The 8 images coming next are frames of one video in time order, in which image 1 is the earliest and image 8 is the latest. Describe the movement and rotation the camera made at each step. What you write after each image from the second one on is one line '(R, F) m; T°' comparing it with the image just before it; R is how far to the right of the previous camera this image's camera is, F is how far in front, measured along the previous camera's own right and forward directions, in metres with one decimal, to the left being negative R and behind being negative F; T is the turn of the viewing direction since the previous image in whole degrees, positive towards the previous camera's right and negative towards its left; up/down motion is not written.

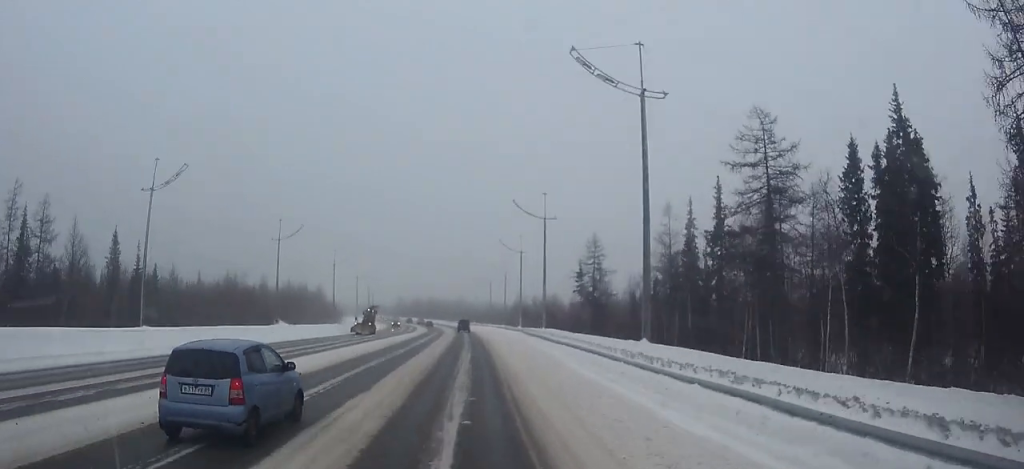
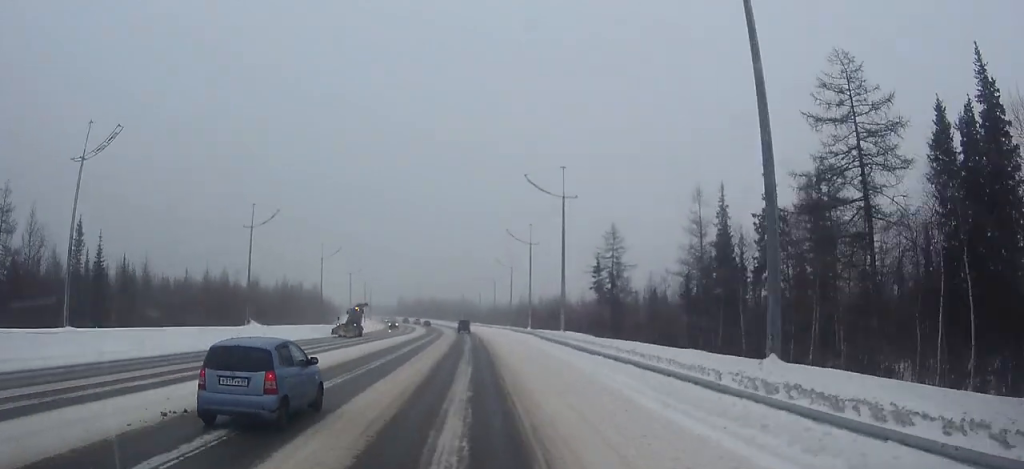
(0.0, +8.4) m; 0°
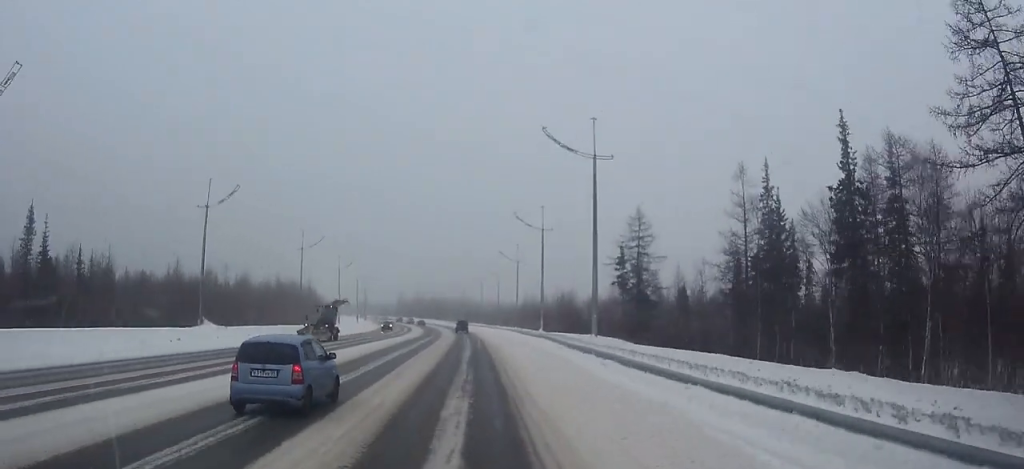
(0.0, +9.5) m; 0°
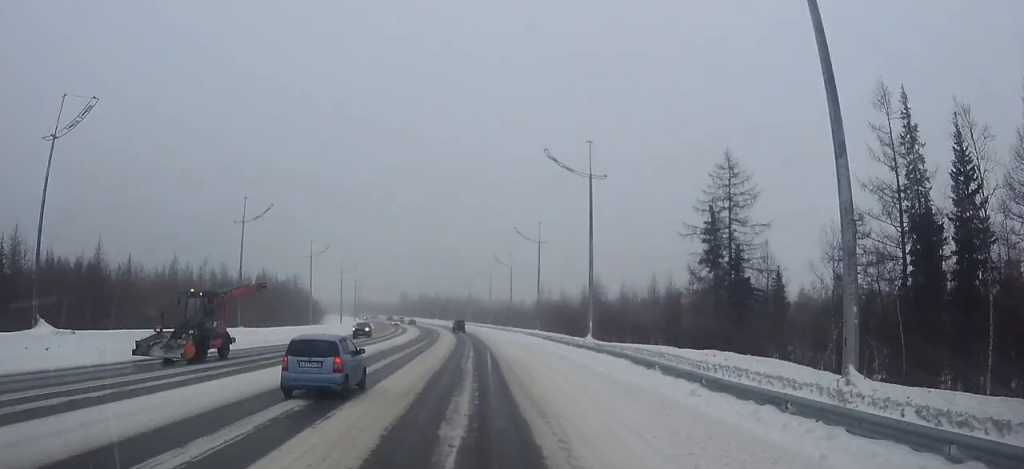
(-0.1, +19.1) m; -1°
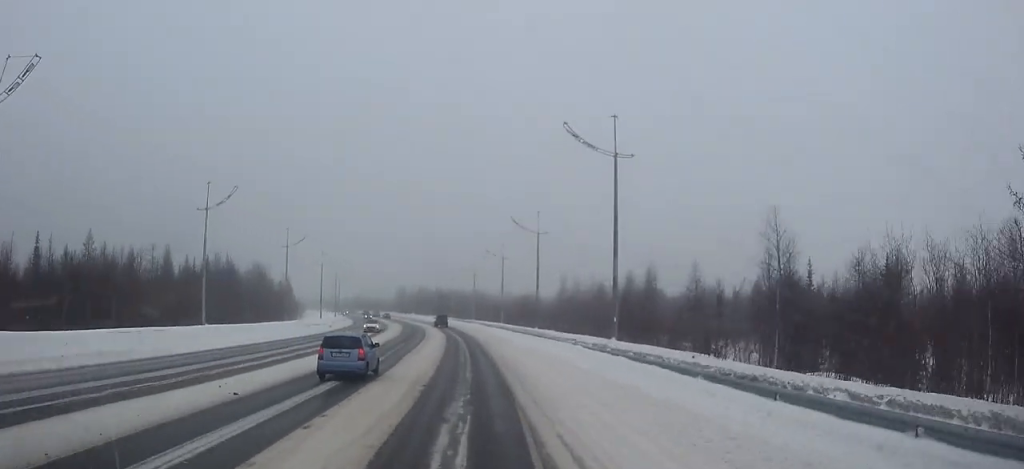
(-0.1, +30.8) m; -1°
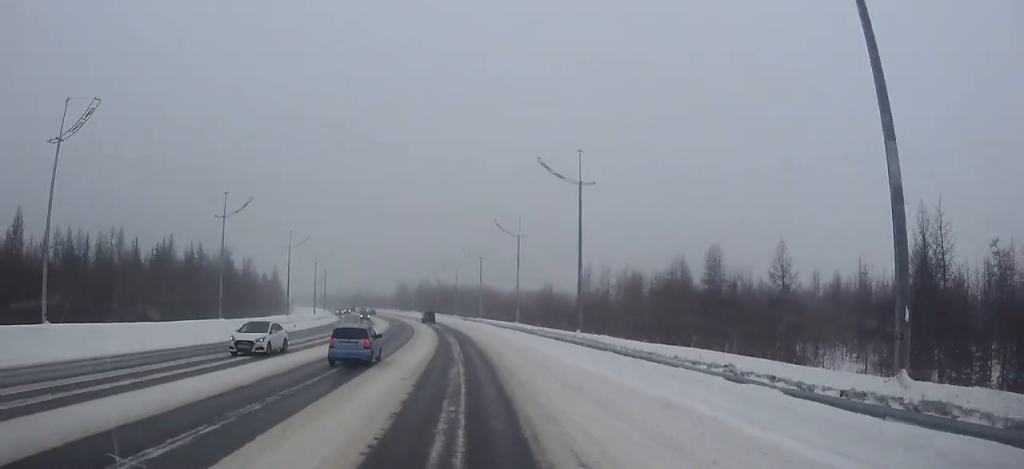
(-0.1, +19.1) m; -1°
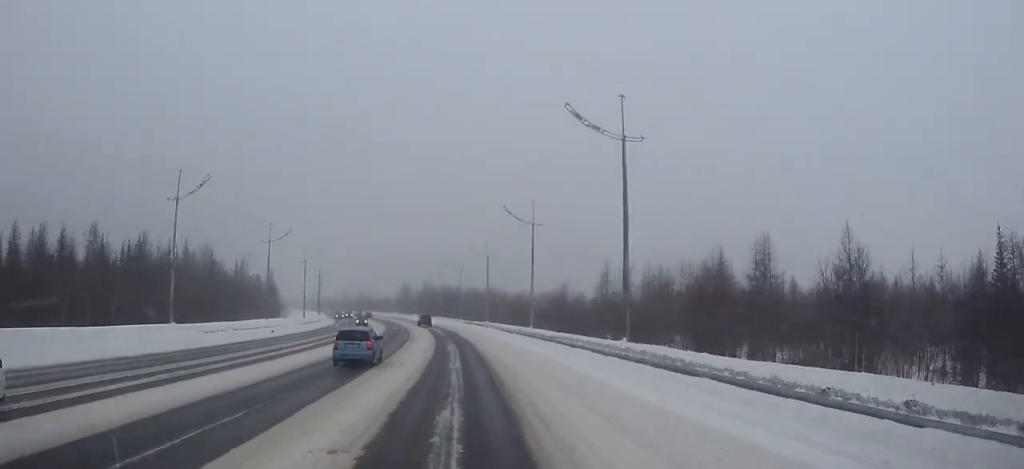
(-0.1, +9.3) m; -1°
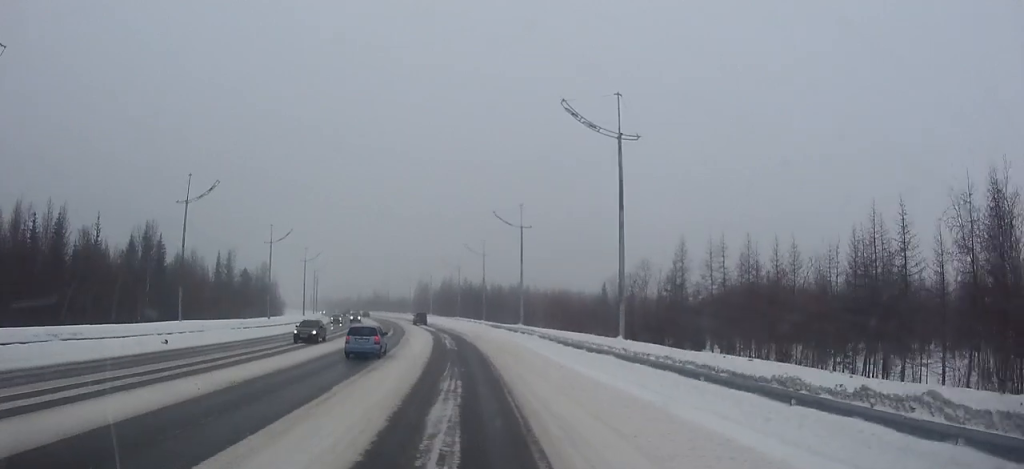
(-0.4, +24.0) m; -2°
